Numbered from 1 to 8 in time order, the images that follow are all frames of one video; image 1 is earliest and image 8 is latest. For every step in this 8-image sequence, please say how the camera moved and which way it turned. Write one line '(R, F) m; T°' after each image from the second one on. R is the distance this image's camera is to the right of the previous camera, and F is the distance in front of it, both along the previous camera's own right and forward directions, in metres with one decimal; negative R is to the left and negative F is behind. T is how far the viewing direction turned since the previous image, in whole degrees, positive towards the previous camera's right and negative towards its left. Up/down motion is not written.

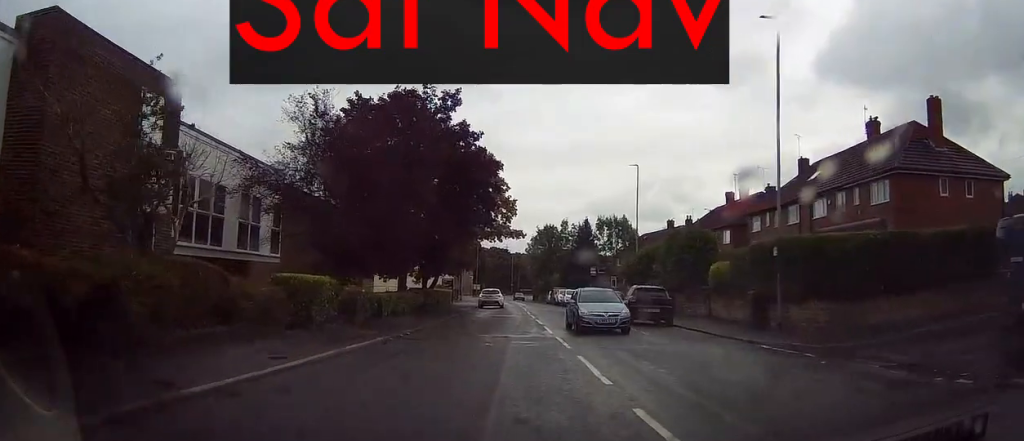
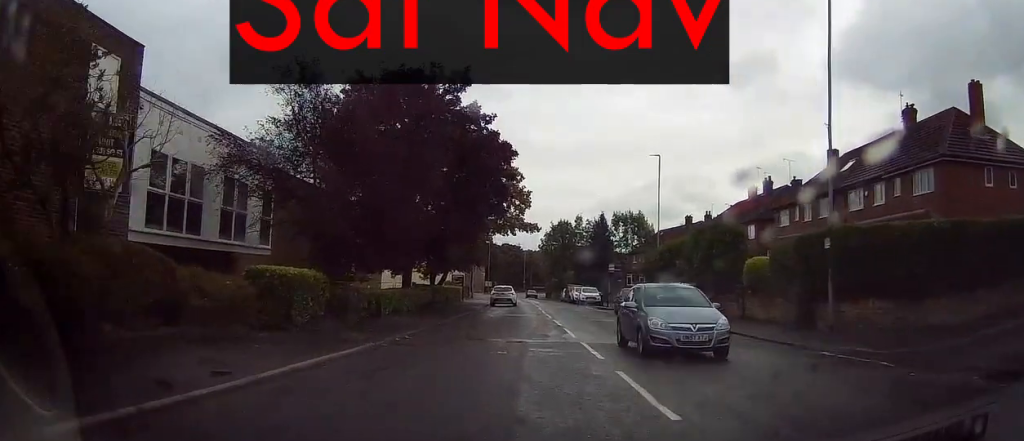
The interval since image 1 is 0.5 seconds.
(0.0, +2.7) m; -2°
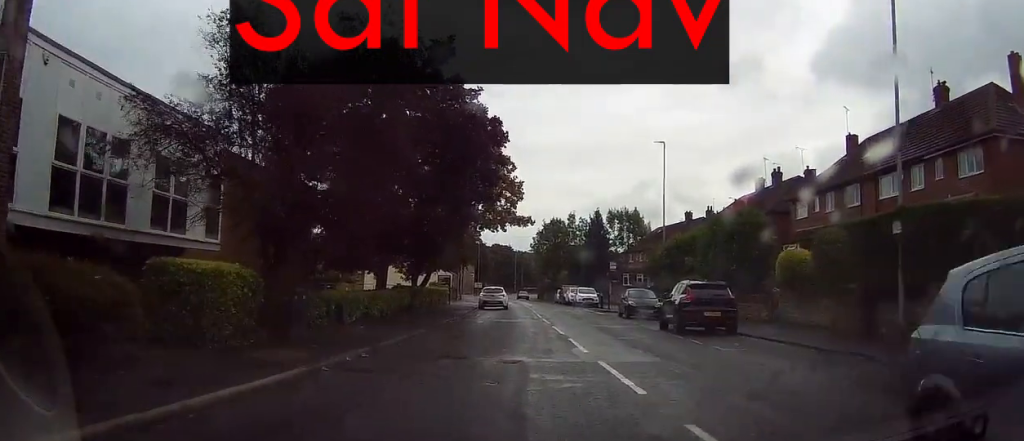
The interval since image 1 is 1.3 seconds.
(-0.4, +4.1) m; 0°
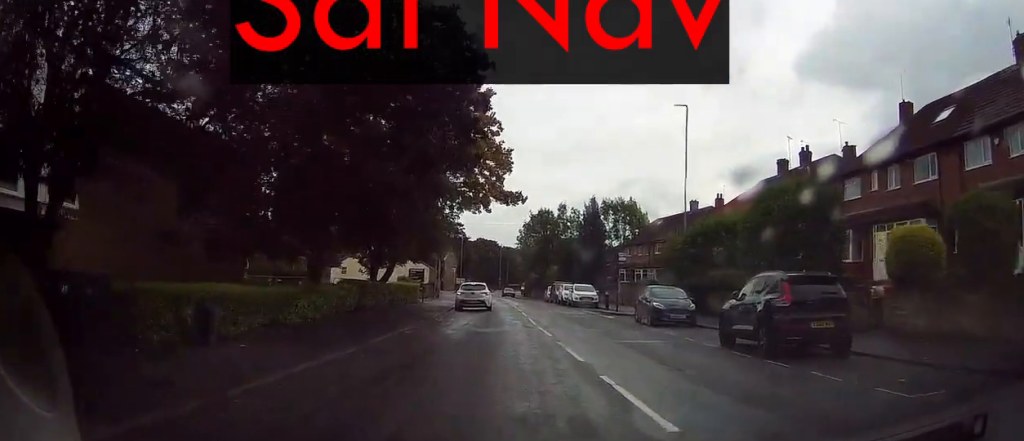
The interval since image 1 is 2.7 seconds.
(+0.6, +7.9) m; +3°
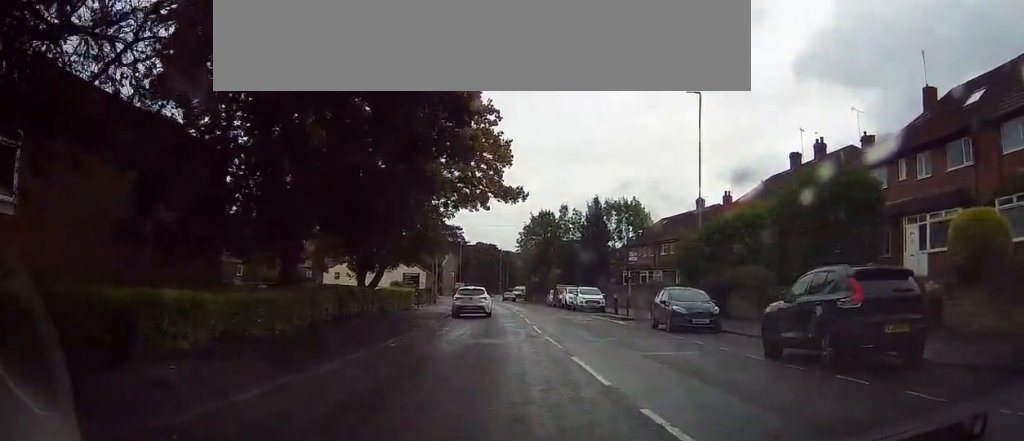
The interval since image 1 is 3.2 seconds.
(-0.1, +2.7) m; -1°
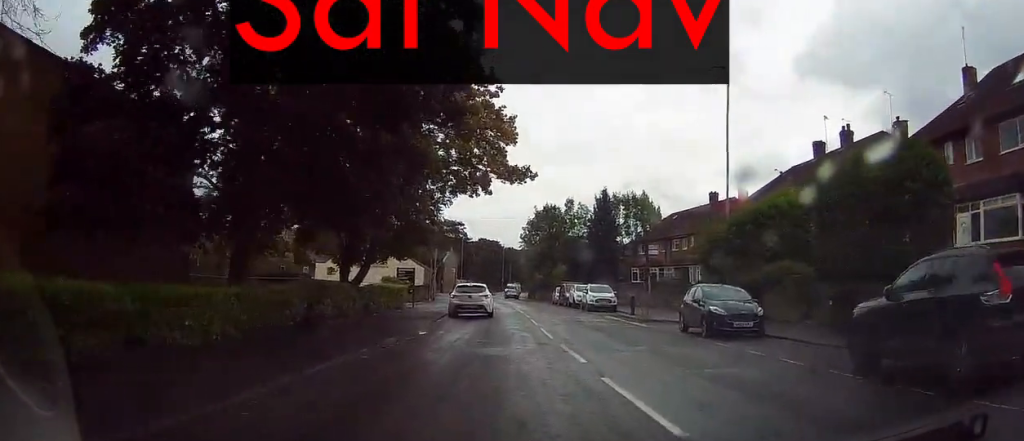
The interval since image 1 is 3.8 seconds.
(0.0, +3.5) m; 0°
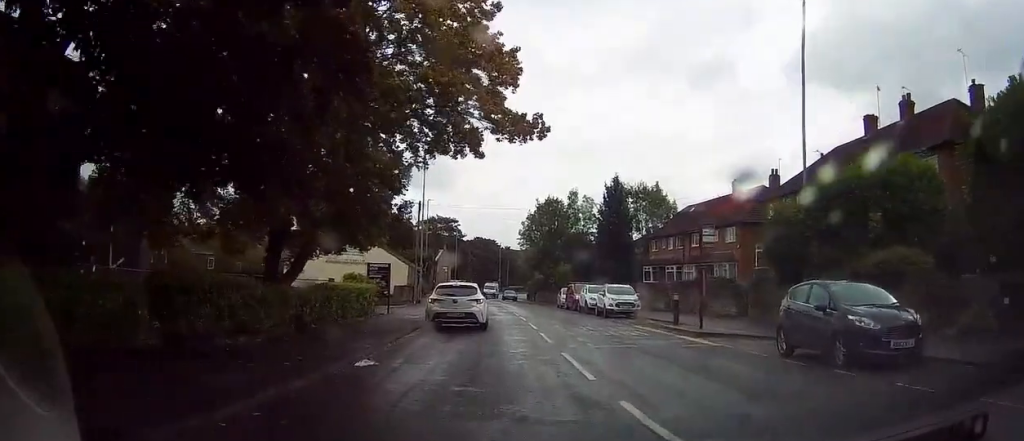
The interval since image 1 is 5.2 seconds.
(+0.2, +7.9) m; +3°
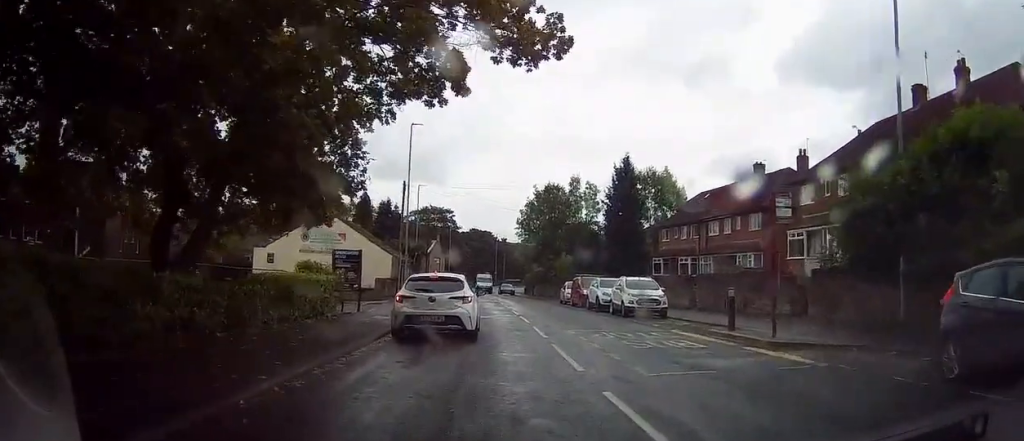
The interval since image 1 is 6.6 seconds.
(-0.1, +6.1) m; -6°
